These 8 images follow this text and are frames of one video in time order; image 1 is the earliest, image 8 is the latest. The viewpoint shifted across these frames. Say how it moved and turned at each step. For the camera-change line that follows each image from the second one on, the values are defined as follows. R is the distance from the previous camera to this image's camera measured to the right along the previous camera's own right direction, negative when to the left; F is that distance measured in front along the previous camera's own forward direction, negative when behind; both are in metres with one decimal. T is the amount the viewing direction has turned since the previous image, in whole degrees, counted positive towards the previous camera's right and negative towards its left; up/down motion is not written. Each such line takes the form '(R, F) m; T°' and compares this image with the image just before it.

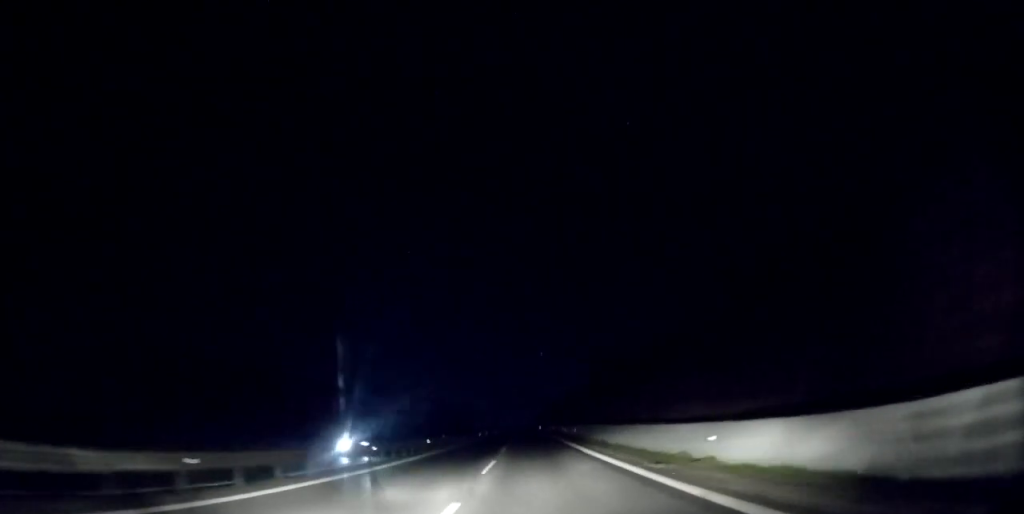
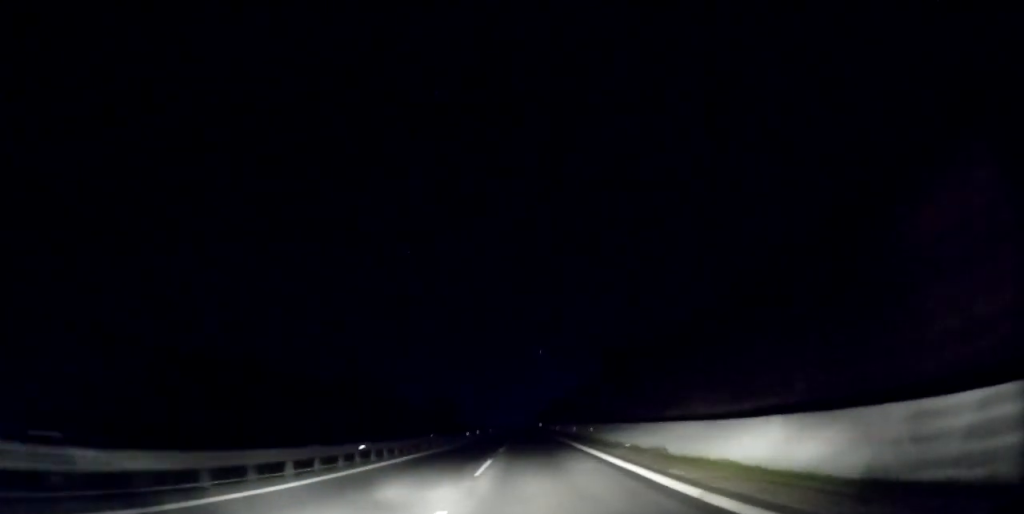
(+0.1, +13.6) m; 0°
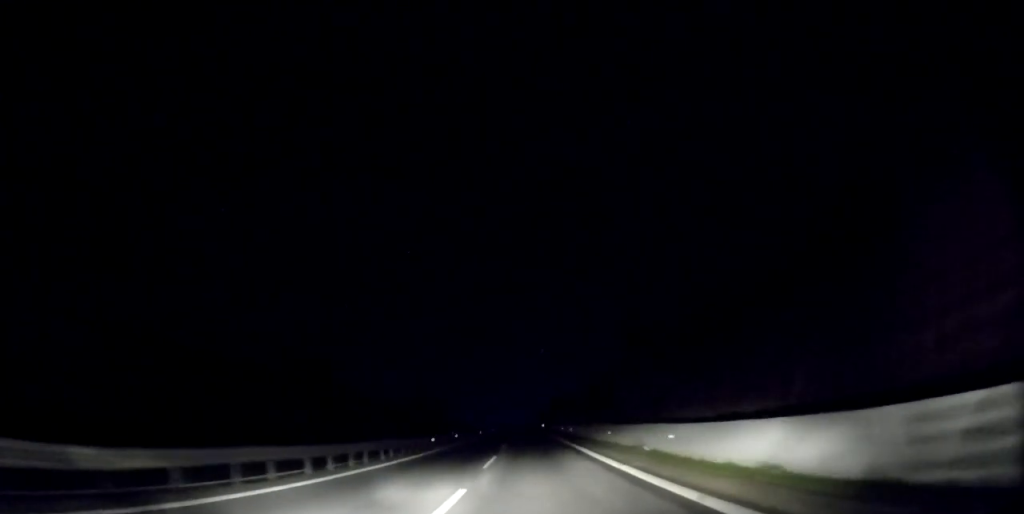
(+0.1, +20.7) m; +1°
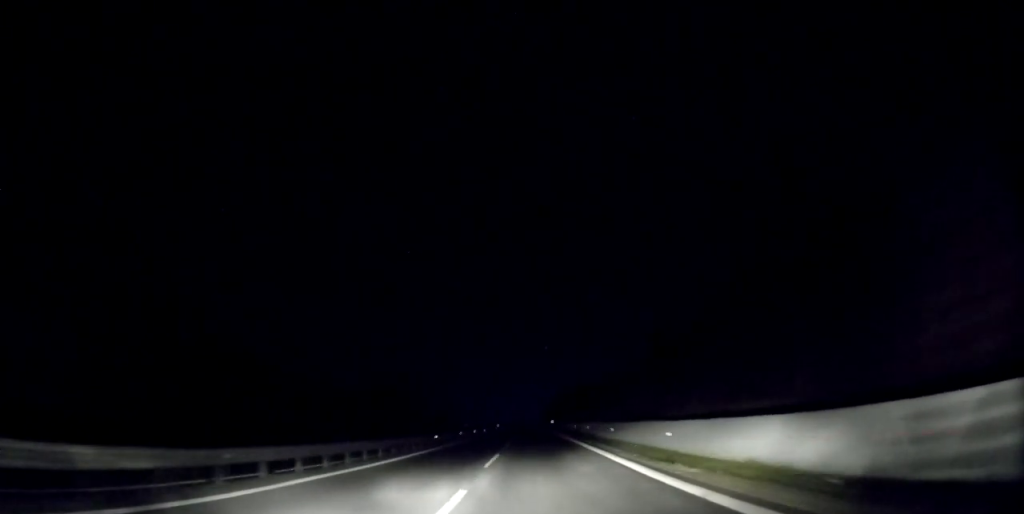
(-0.2, +36.9) m; -1°
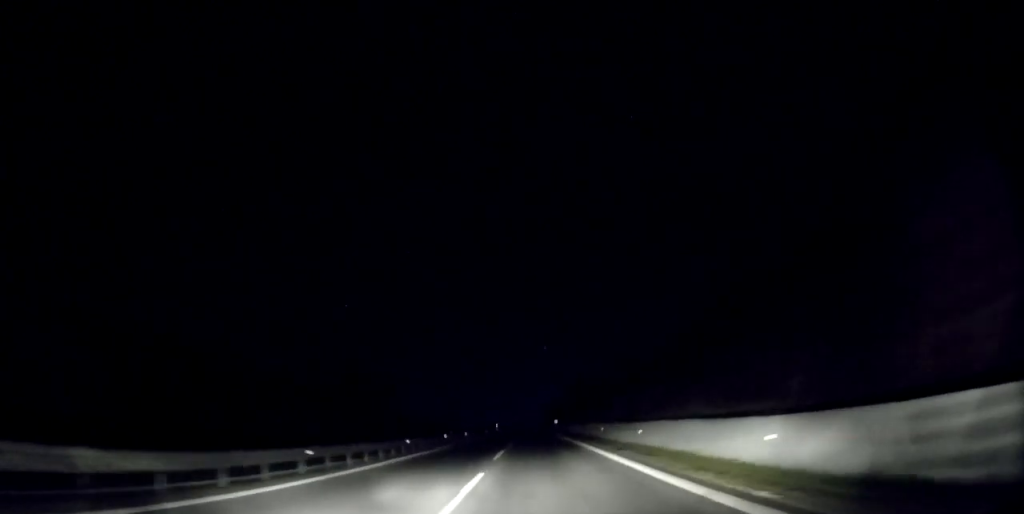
(-0.3, +20.3) m; -1°
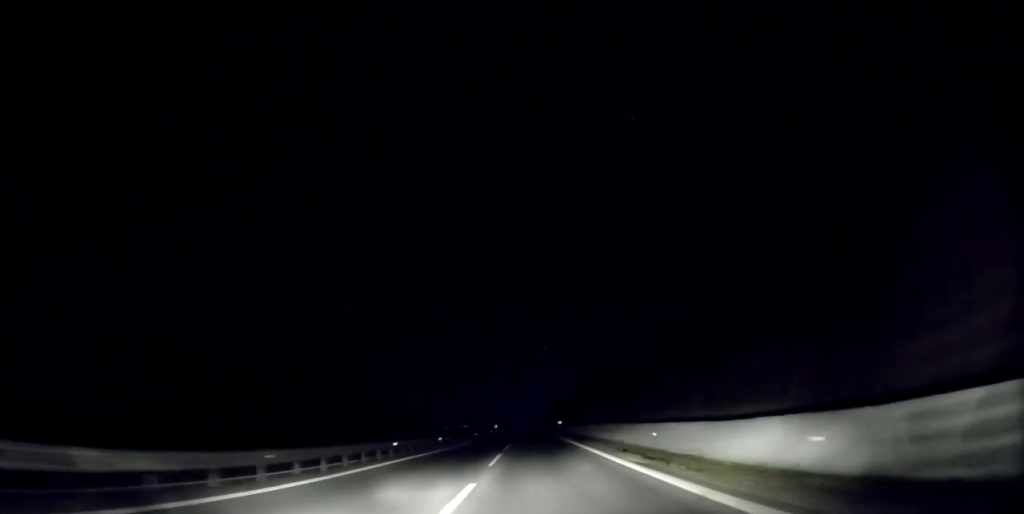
(+0.1, +14.2) m; 0°
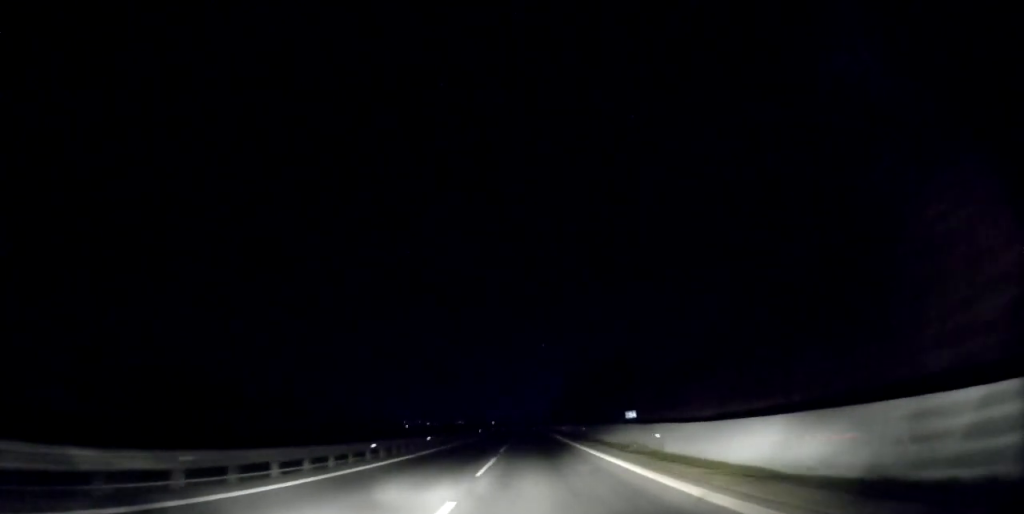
(+0.8, +62.9) m; +1°
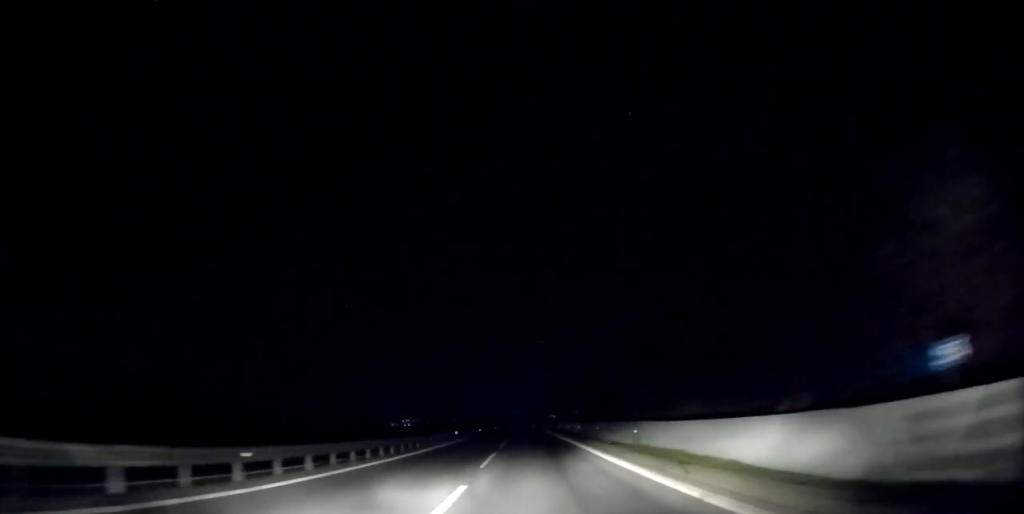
(-0.1, +21.9) m; 0°
